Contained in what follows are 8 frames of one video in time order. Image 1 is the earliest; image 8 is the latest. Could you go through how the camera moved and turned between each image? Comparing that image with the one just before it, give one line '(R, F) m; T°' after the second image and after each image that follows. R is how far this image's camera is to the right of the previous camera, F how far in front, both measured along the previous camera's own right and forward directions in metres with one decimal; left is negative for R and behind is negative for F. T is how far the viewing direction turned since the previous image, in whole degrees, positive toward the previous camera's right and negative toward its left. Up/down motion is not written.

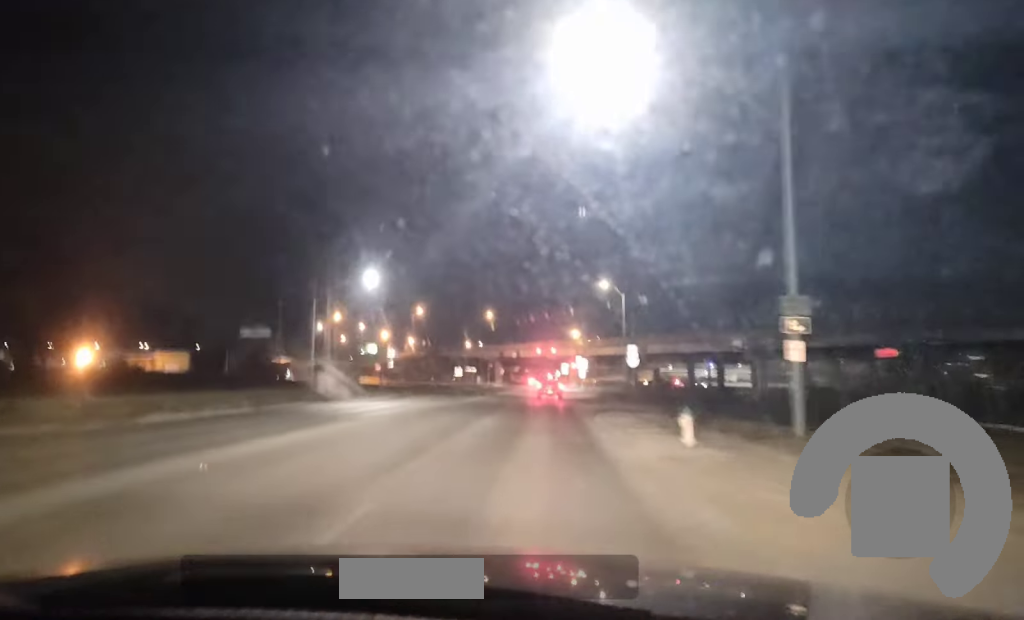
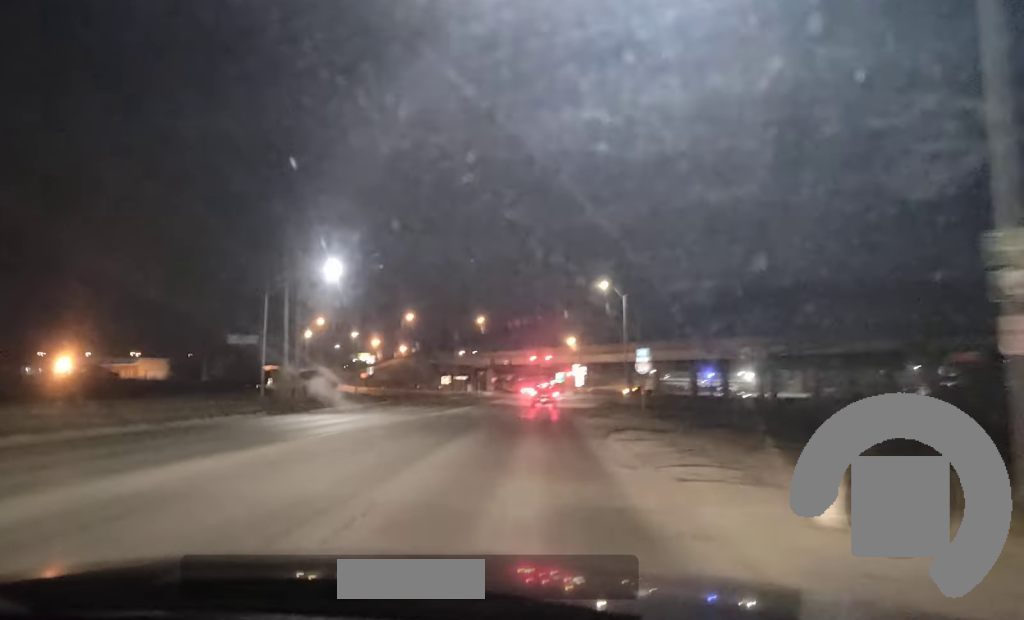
(0.0, +9.6) m; 0°
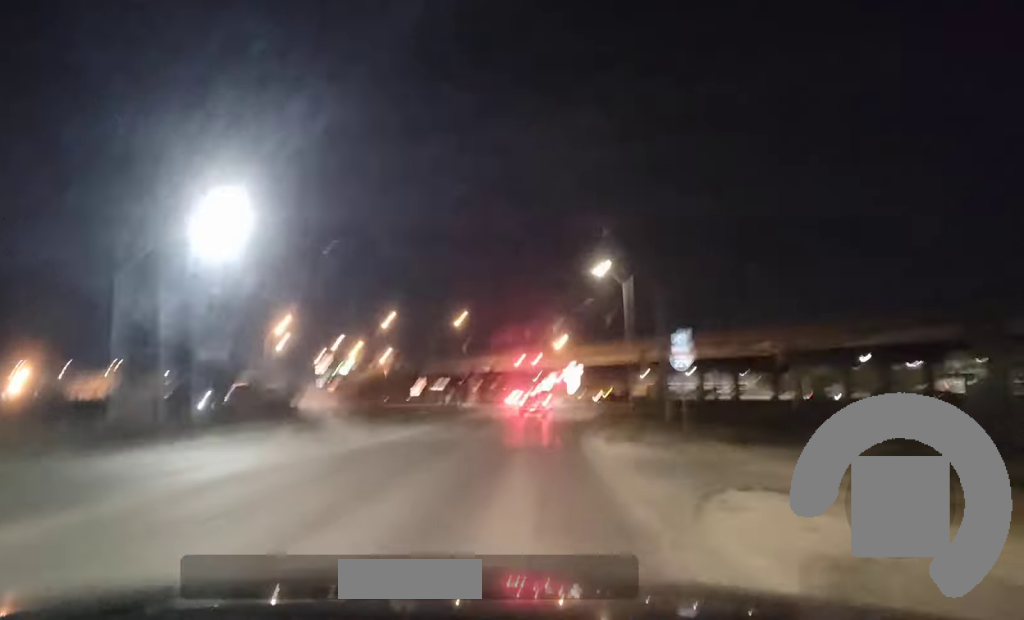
(-0.1, +17.5) m; 0°
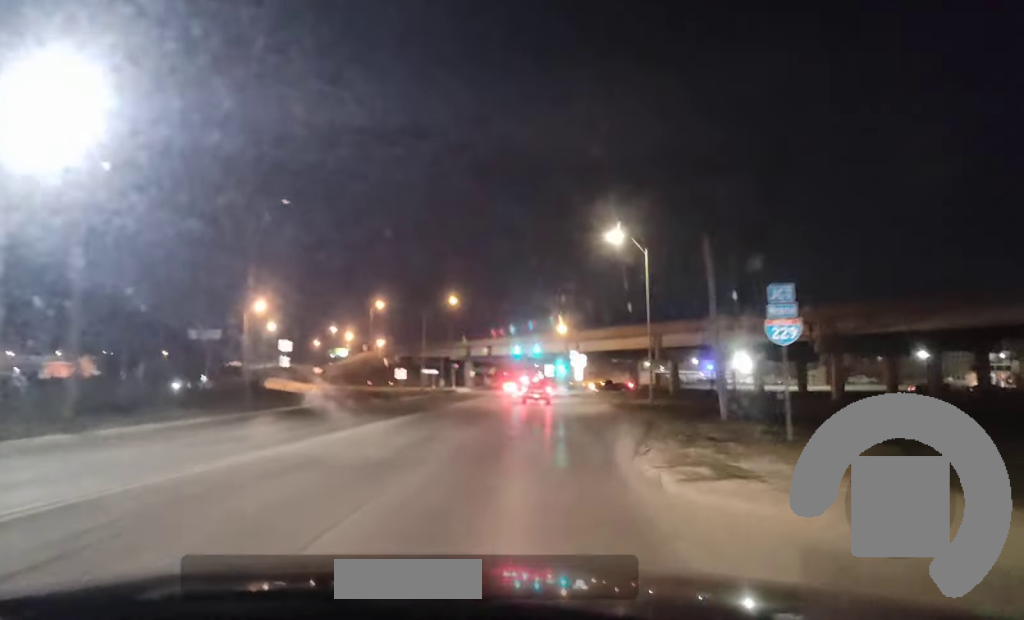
(+0.1, +12.4) m; 0°
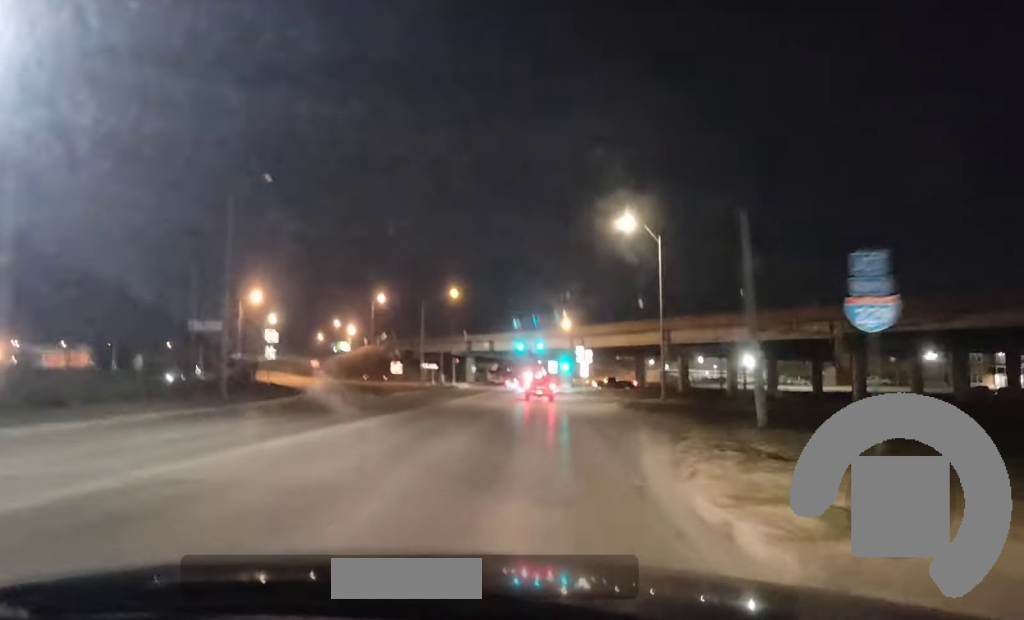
(+0.1, +5.2) m; 0°
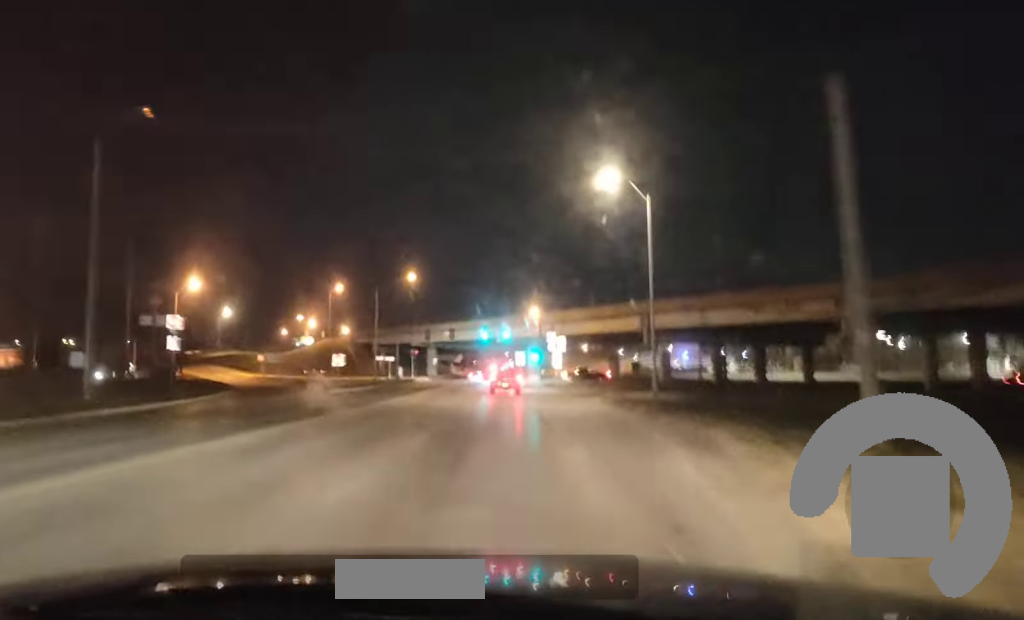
(-0.2, +12.5) m; +1°
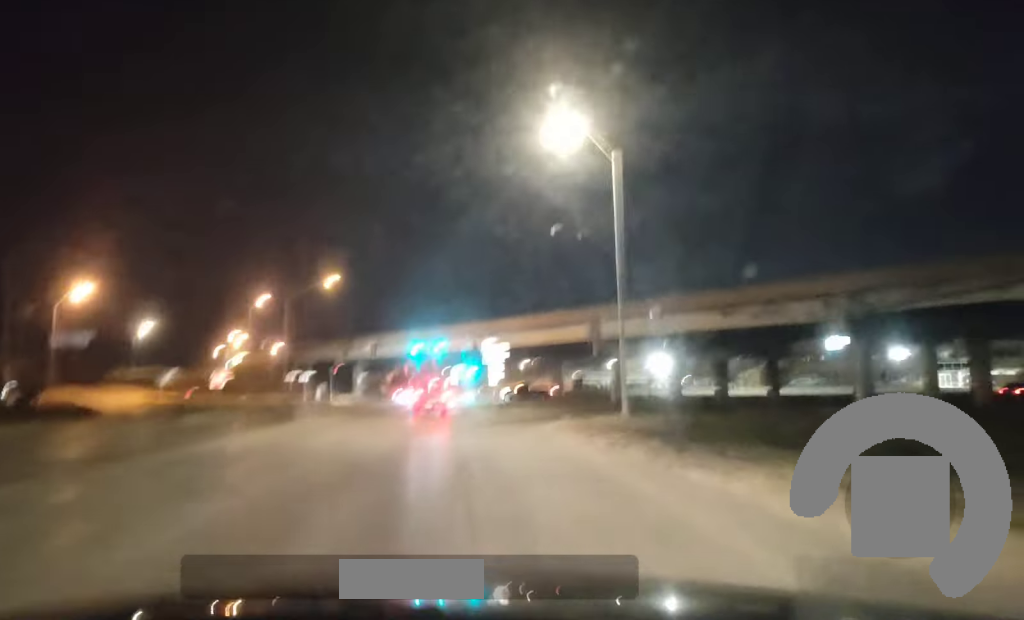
(+0.6, +13.9) m; +3°
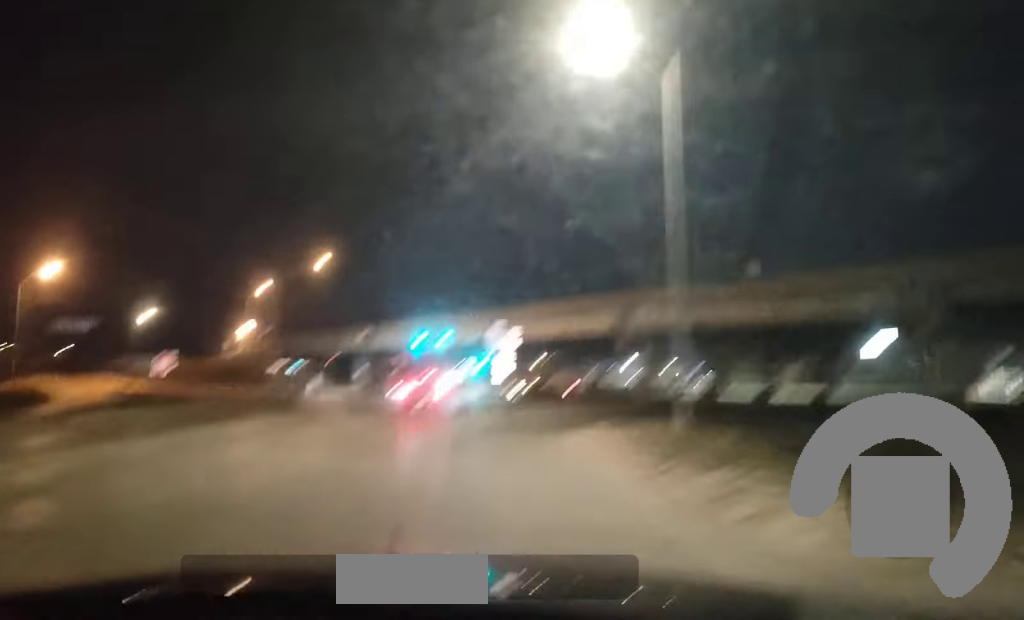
(+0.1, +11.0) m; 0°
